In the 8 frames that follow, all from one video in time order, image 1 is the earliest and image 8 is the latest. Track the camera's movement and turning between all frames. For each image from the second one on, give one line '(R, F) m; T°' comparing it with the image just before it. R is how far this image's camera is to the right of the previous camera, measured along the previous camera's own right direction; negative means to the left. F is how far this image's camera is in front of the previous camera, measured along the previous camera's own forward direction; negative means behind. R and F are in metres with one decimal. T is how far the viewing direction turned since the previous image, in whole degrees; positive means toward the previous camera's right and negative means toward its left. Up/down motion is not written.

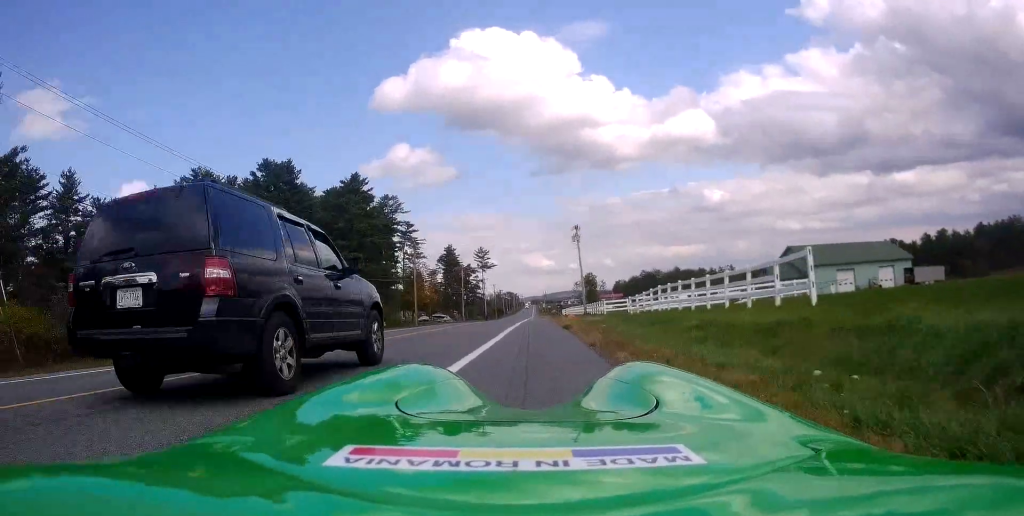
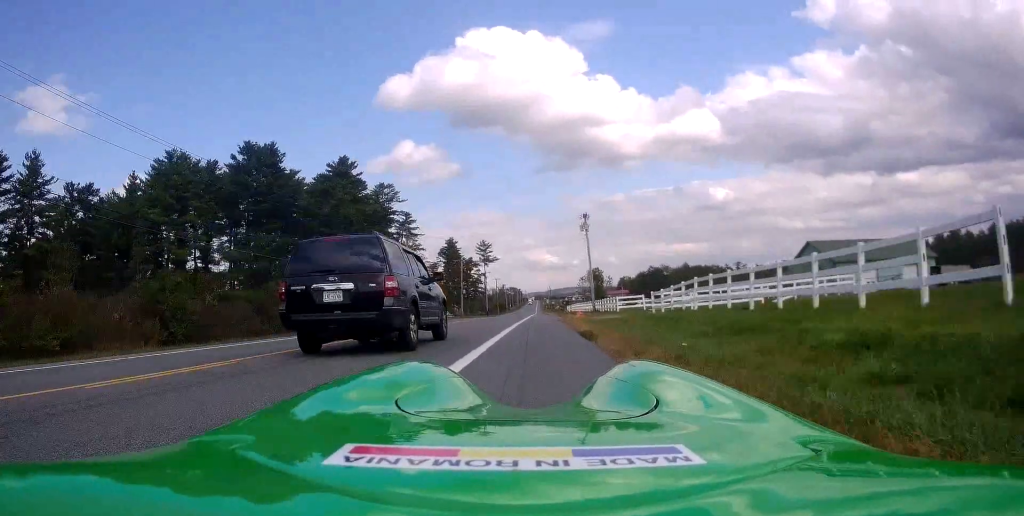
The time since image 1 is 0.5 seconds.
(0.0, +7.1) m; 0°
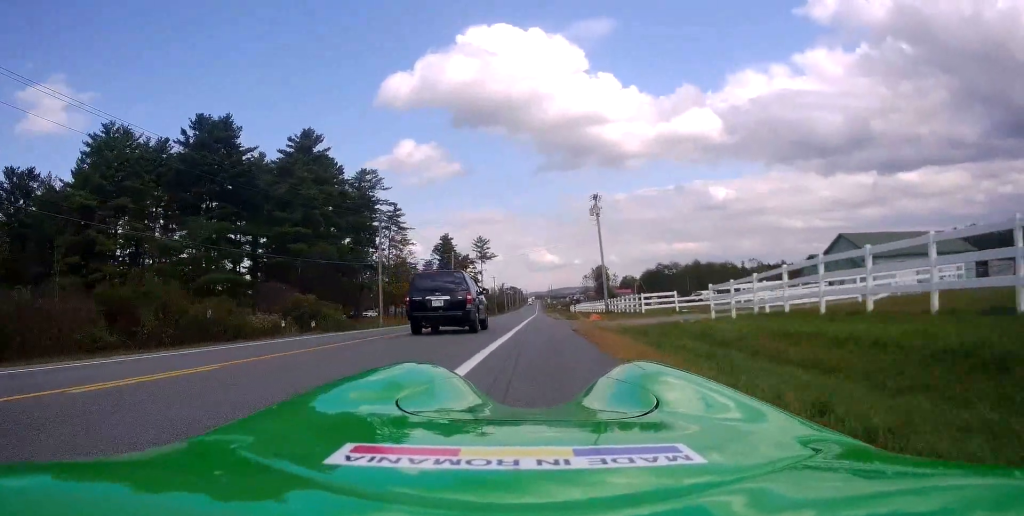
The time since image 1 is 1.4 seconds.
(-0.1, +12.4) m; 0°
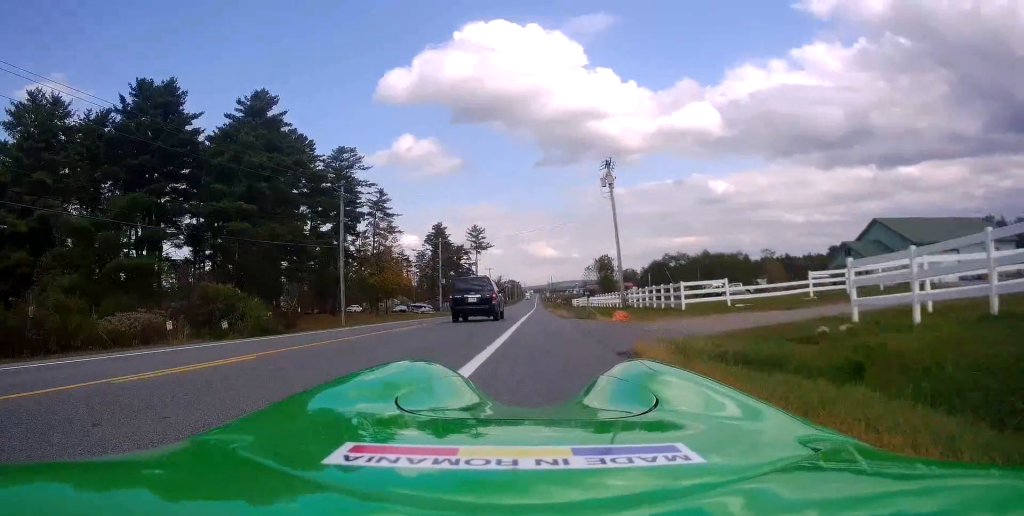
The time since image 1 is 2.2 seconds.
(0.0, +11.2) m; 0°
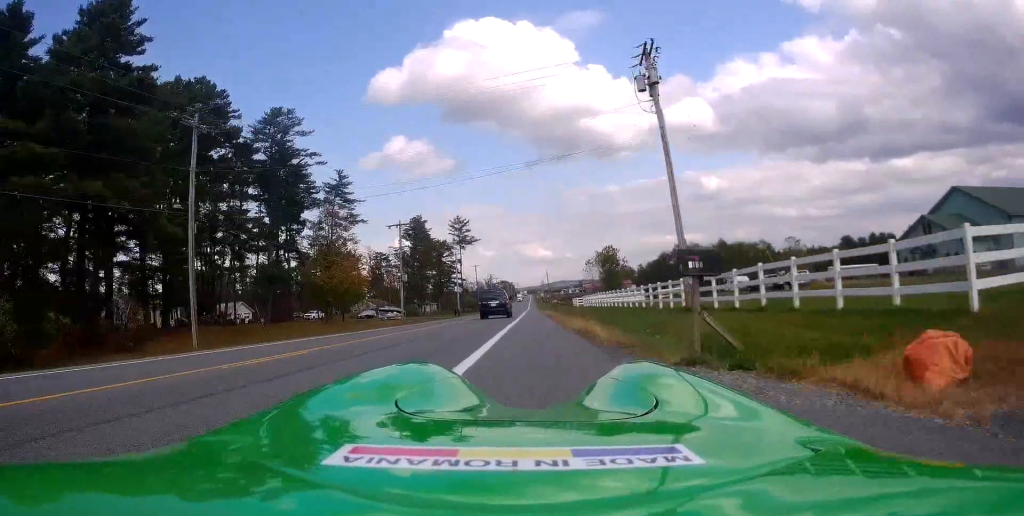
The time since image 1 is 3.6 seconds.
(-0.1, +20.9) m; -2°
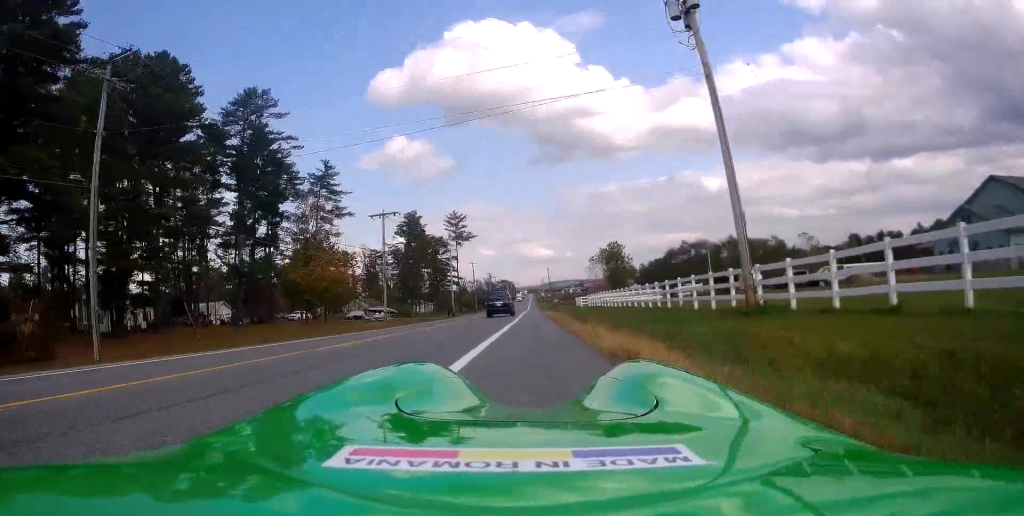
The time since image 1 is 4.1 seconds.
(-0.1, +7.2) m; +1°
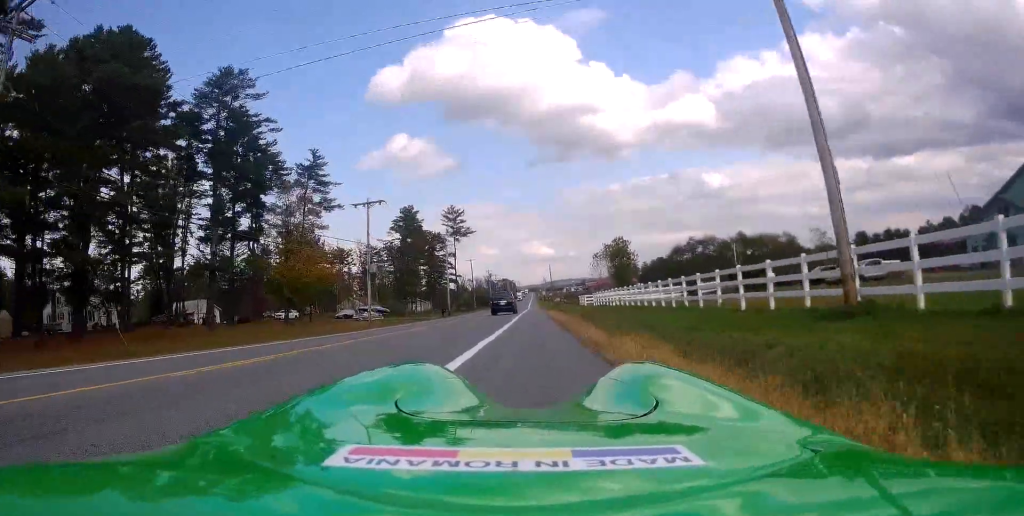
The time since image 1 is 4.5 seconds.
(-0.2, +6.0) m; +1°
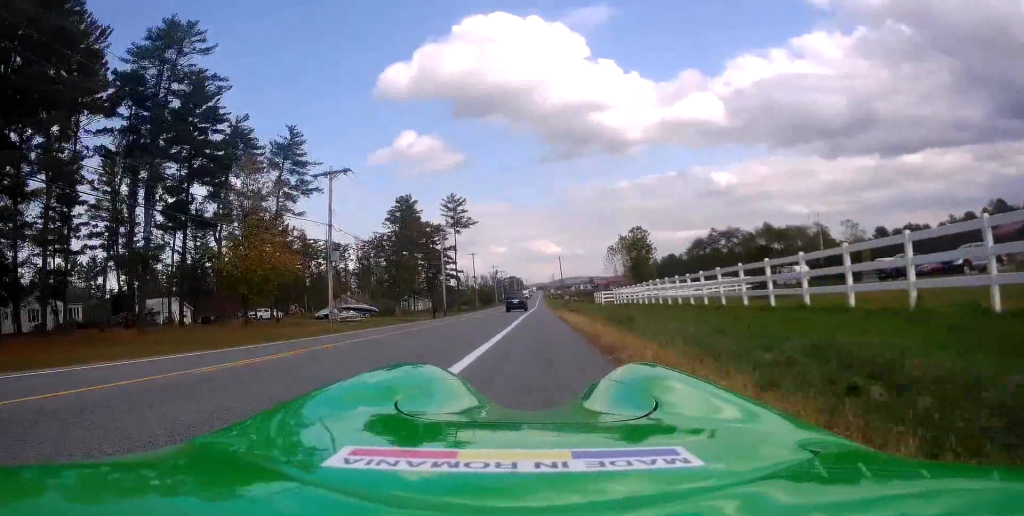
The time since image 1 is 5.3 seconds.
(+0.4, +11.5) m; +1°
